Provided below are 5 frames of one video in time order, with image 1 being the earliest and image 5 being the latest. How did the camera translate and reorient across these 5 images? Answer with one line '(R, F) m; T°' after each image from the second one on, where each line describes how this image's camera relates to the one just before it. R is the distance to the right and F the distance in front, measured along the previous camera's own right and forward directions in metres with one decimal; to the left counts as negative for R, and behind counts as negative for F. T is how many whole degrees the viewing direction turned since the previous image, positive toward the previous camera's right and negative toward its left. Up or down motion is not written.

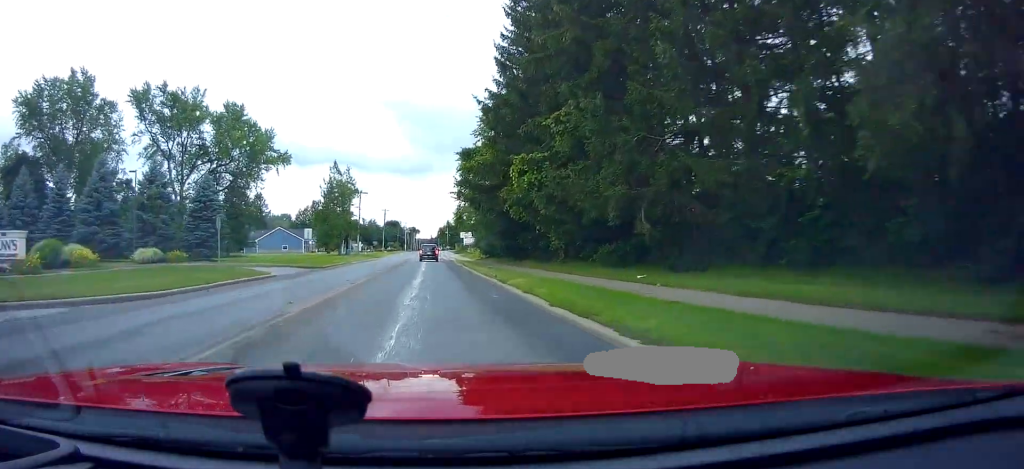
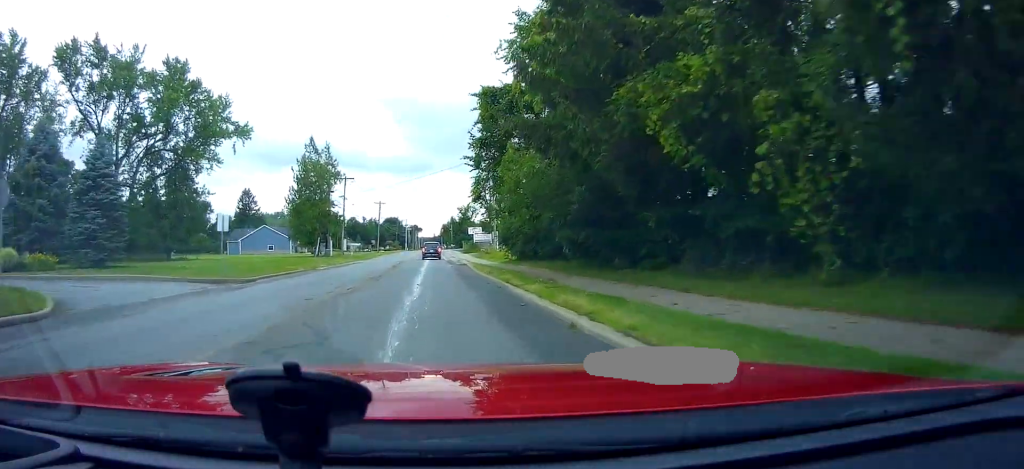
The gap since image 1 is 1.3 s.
(-1.0, +19.1) m; -1°
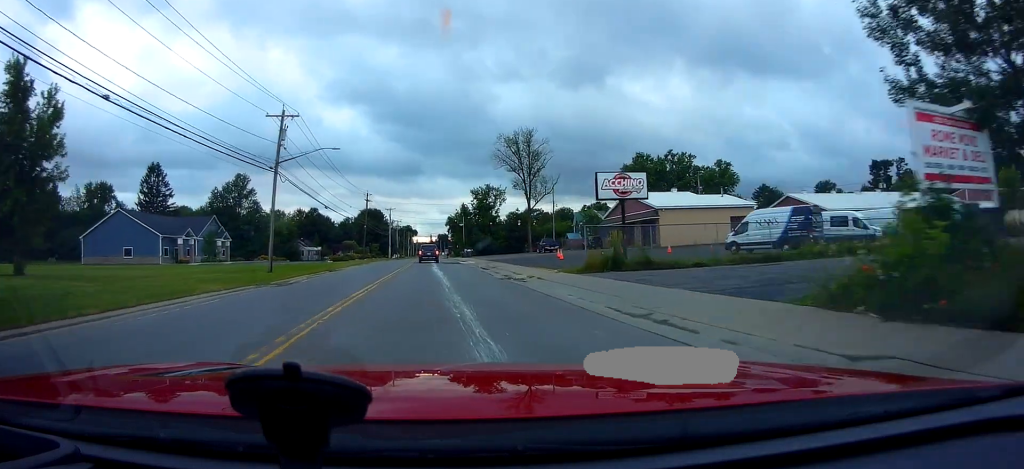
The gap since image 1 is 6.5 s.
(+3.4, +79.2) m; +3°
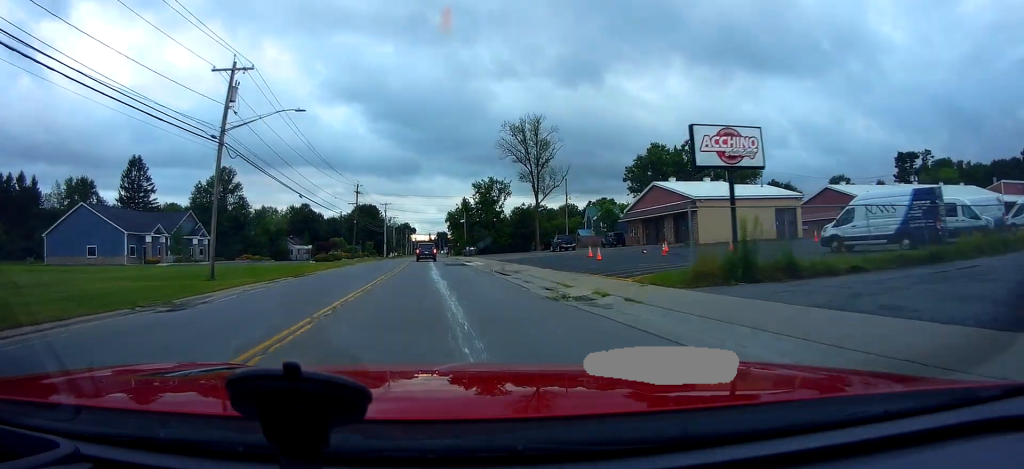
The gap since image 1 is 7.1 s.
(-0.3, +9.9) m; 0°
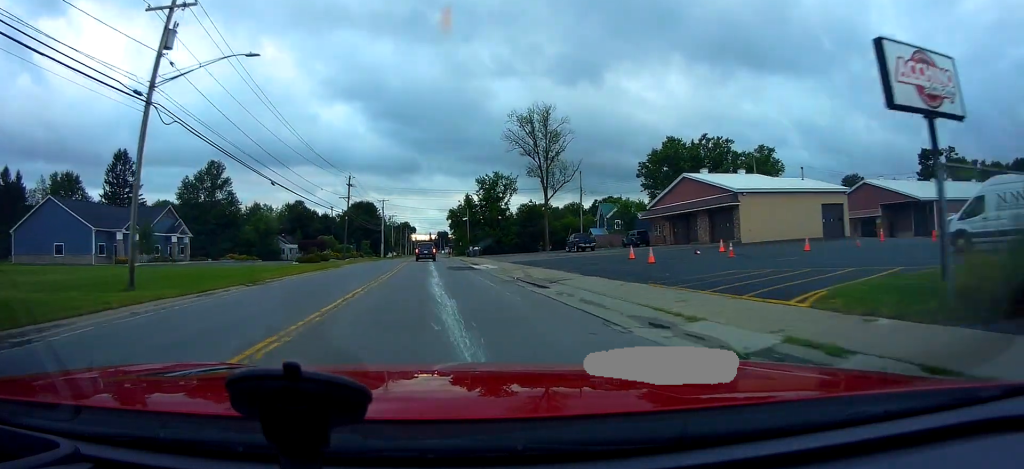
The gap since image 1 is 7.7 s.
(+0.1, +8.0) m; +1°
